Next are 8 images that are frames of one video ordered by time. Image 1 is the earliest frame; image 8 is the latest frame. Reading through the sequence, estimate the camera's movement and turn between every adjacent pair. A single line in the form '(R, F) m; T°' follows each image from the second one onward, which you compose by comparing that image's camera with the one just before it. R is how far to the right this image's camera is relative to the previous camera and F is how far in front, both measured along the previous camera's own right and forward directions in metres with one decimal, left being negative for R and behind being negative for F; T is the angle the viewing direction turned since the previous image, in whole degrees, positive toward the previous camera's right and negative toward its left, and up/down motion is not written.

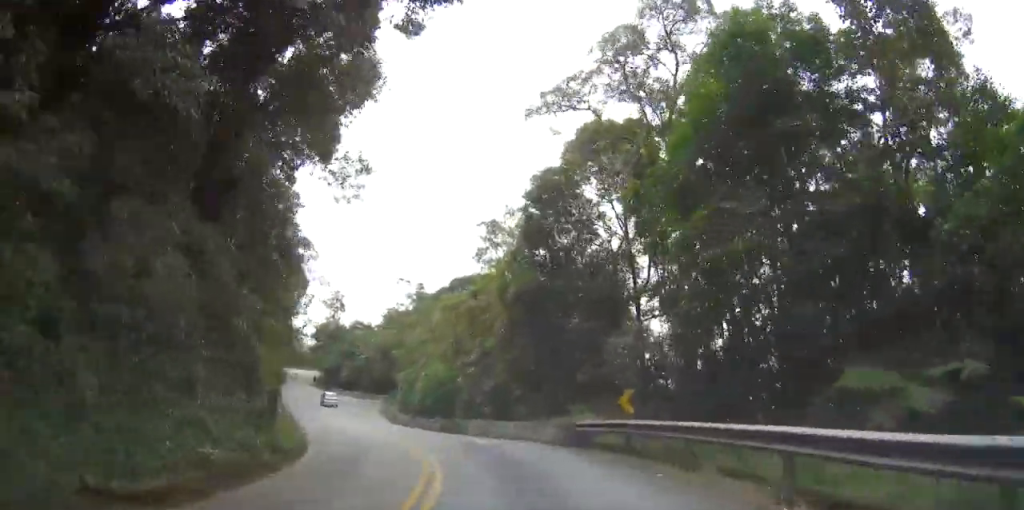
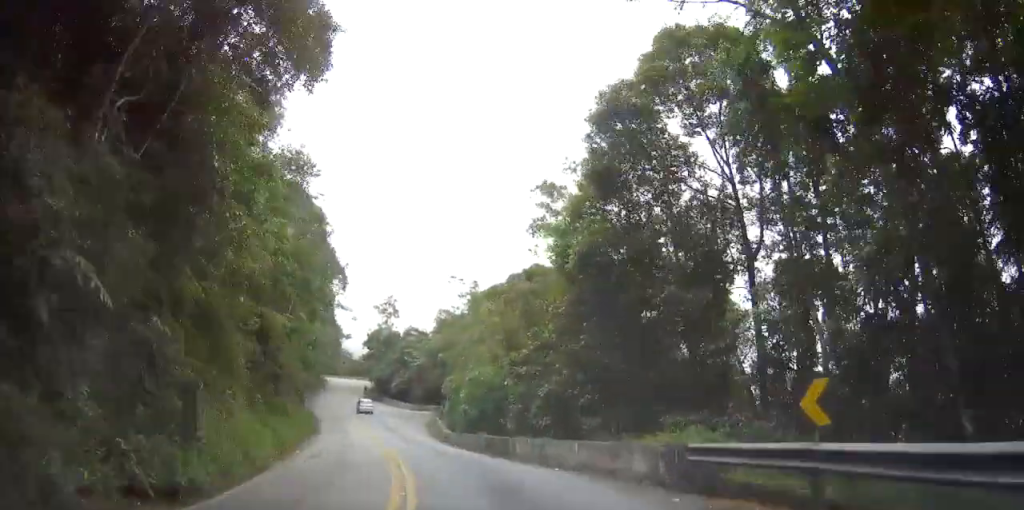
(-0.3, +7.9) m; -5°
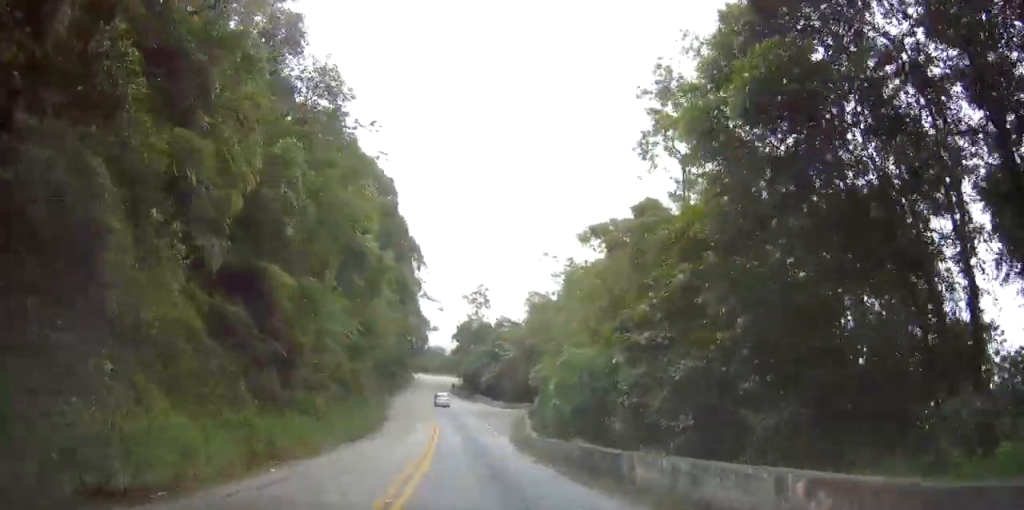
(-0.5, +9.2) m; -6°
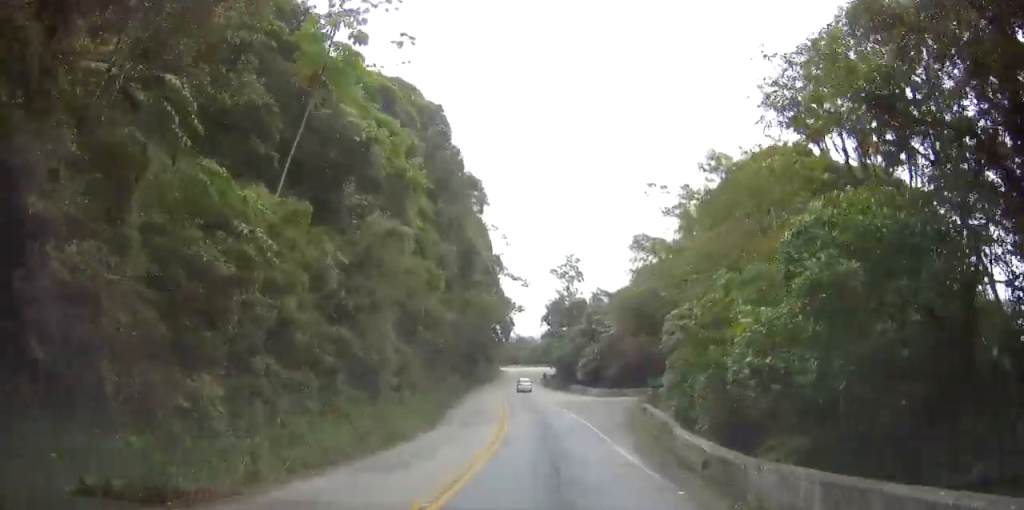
(-1.6, +17.2) m; -6°
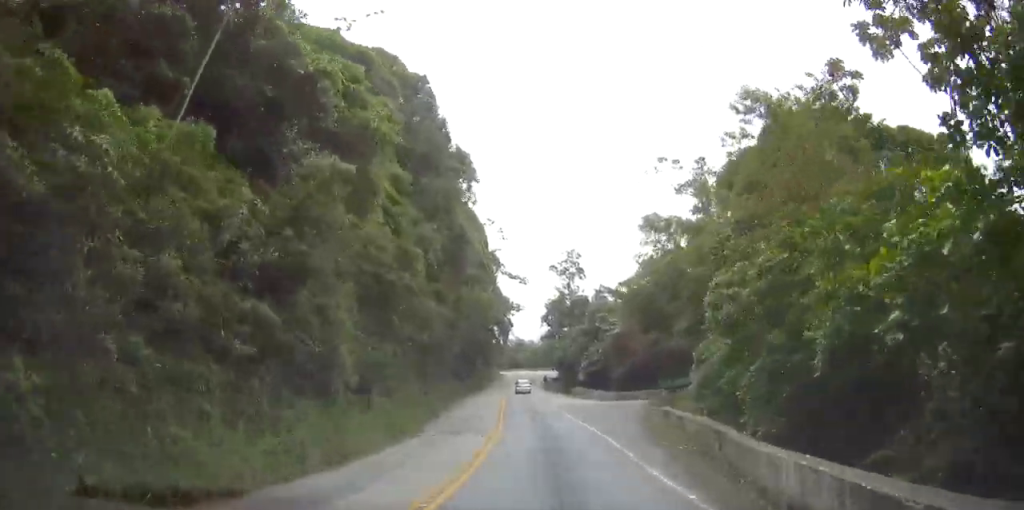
(-0.1, +5.7) m; -1°
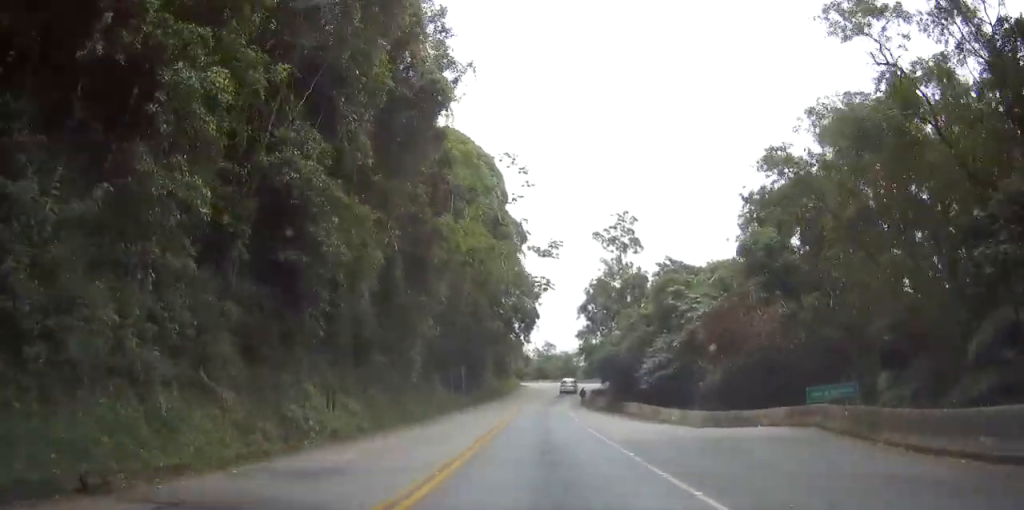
(-0.5, +27.4) m; -2°
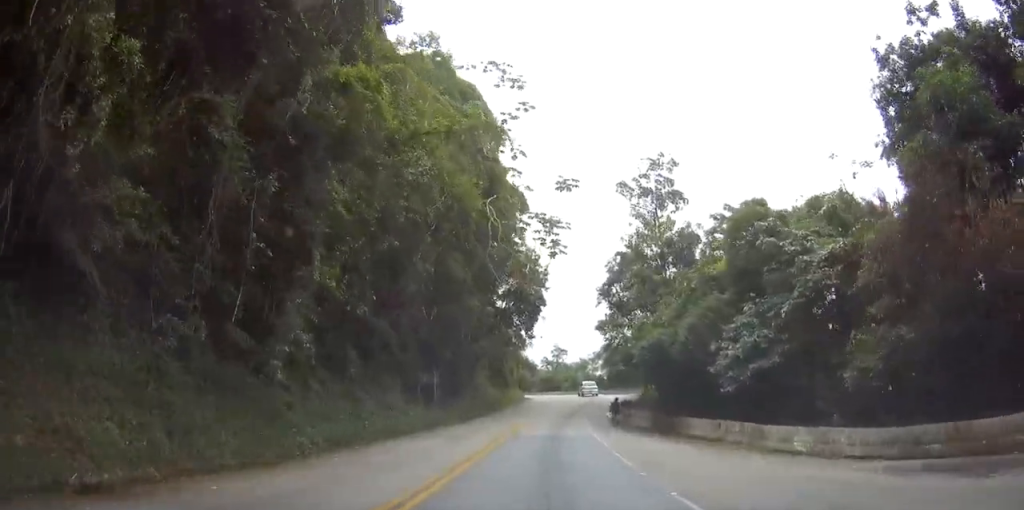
(-0.2, +19.1) m; -1°
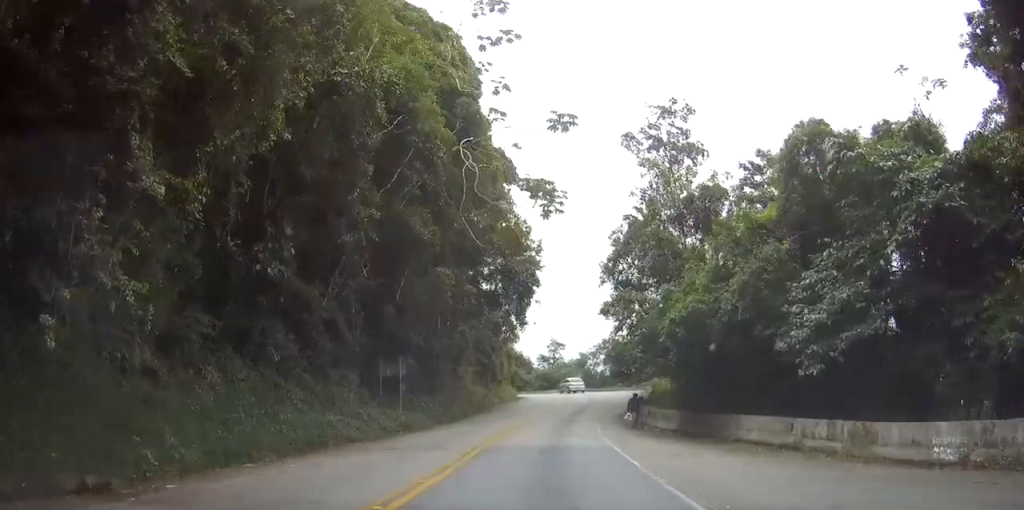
(0.0, +8.5) m; 0°
